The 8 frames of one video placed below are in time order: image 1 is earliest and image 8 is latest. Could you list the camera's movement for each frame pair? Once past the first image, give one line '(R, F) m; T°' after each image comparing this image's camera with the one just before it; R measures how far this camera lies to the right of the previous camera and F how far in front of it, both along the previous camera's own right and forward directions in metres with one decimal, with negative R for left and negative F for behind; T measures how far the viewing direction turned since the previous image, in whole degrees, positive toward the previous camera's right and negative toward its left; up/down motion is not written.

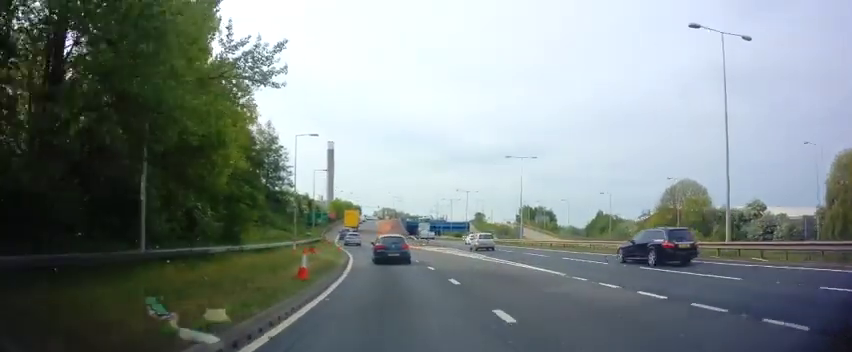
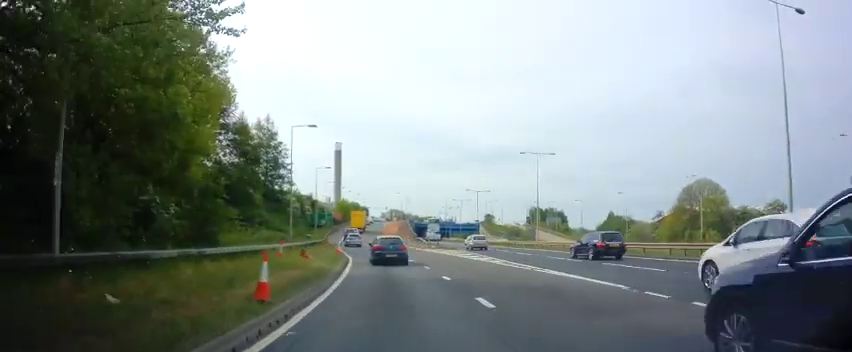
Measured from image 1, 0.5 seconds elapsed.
(0.0, +4.2) m; -1°
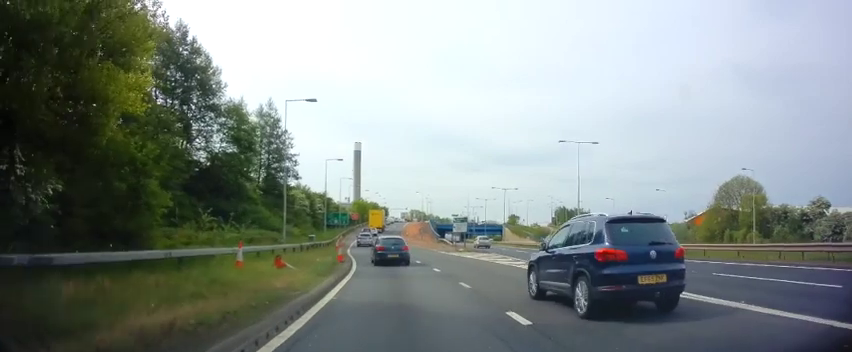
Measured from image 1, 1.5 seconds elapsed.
(-0.2, +7.8) m; -2°
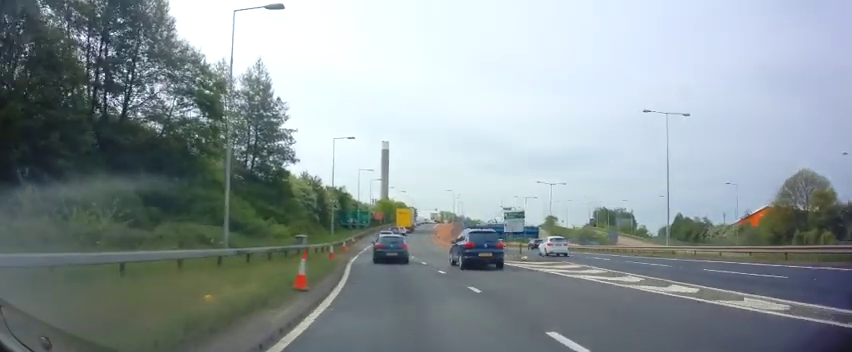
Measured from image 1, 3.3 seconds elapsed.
(-0.5, +13.9) m; -4°
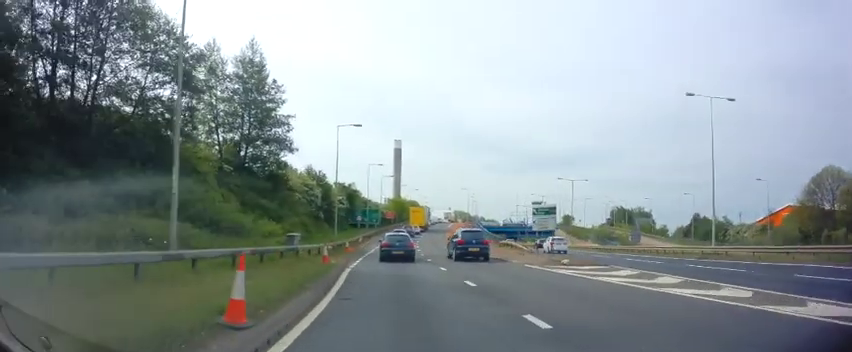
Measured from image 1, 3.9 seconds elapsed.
(-0.1, +5.0) m; -2°
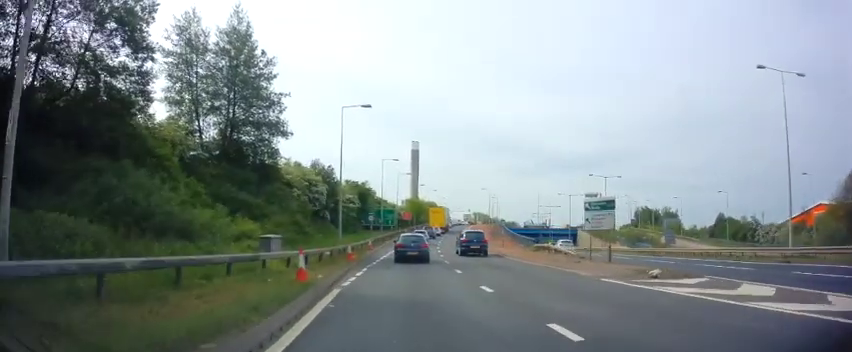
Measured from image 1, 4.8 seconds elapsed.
(-0.2, +6.9) m; -2°
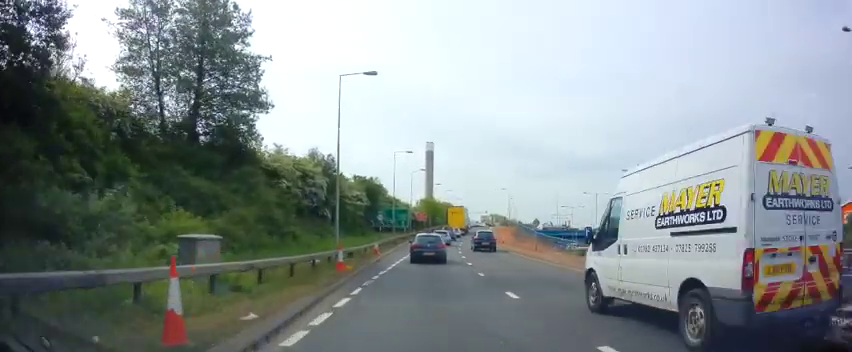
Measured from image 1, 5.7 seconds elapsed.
(-0.1, +7.2) m; -1°
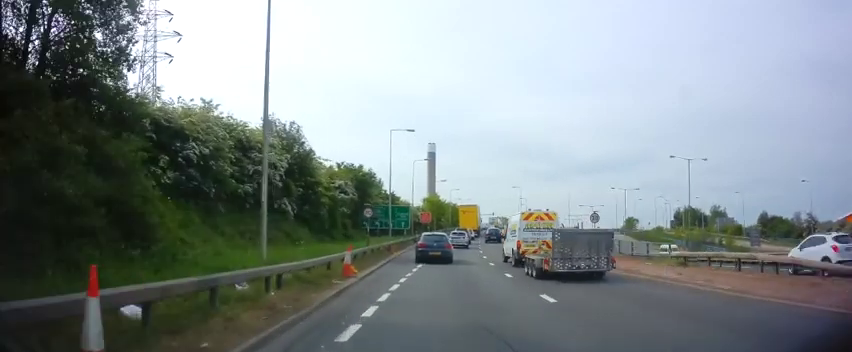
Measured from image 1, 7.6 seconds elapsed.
(0.0, +13.3) m; 0°
